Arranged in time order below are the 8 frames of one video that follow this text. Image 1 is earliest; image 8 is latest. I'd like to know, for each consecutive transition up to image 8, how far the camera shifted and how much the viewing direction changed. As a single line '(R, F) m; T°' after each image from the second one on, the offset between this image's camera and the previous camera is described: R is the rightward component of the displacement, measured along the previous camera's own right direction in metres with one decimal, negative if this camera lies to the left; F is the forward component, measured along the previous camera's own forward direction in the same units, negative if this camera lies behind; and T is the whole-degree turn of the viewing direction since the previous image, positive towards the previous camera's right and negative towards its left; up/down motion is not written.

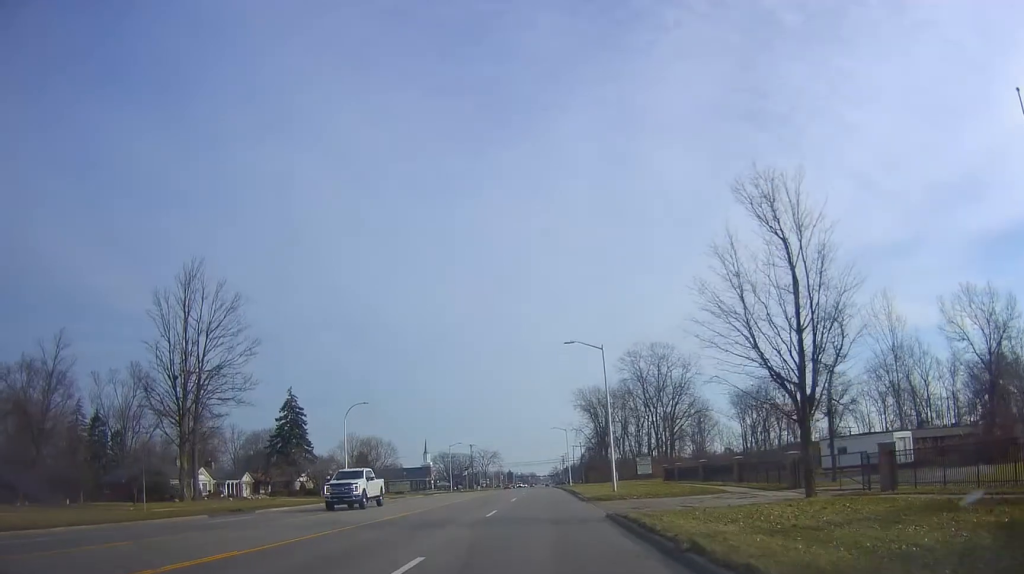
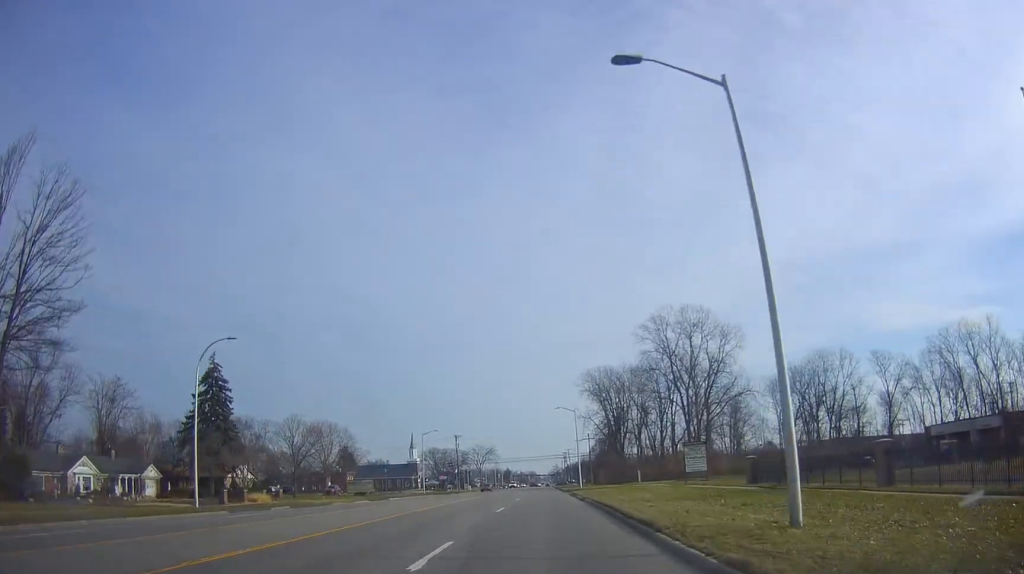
(+1.0, +28.8) m; +2°
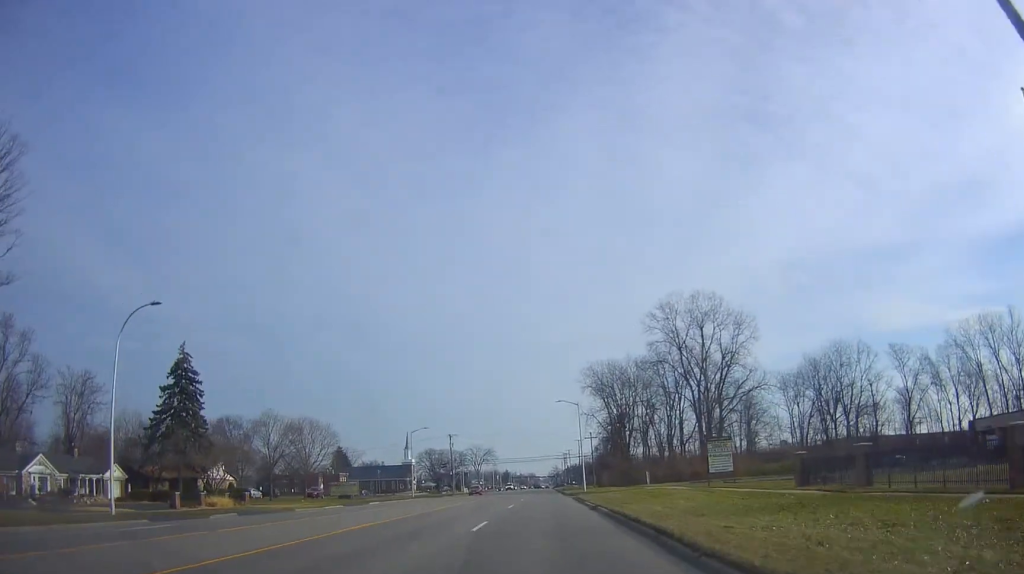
(-0.1, +8.0) m; -2°
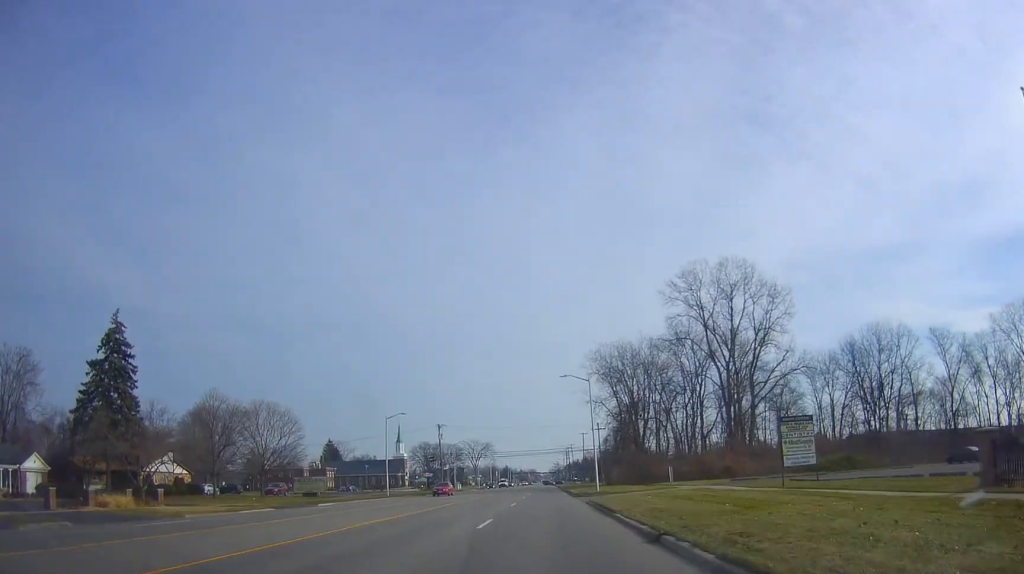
(-0.5, +14.9) m; -1°
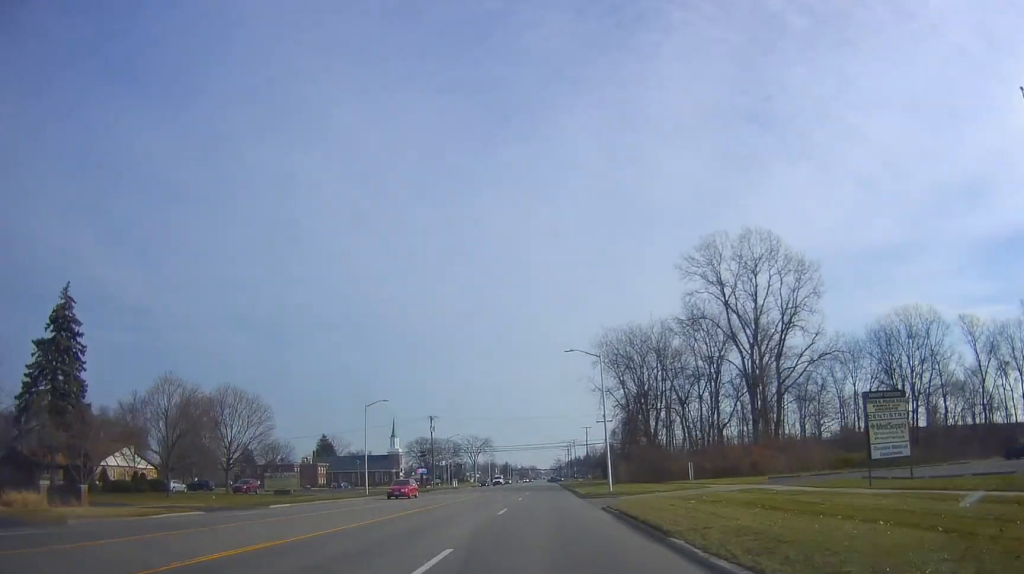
(-0.1, +9.2) m; 0°
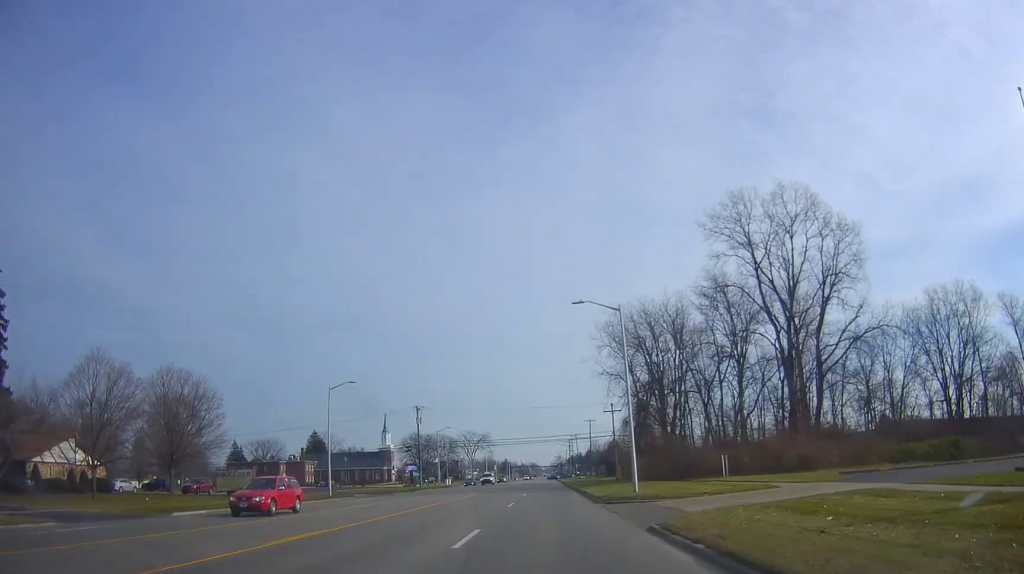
(+0.4, +11.6) m; 0°
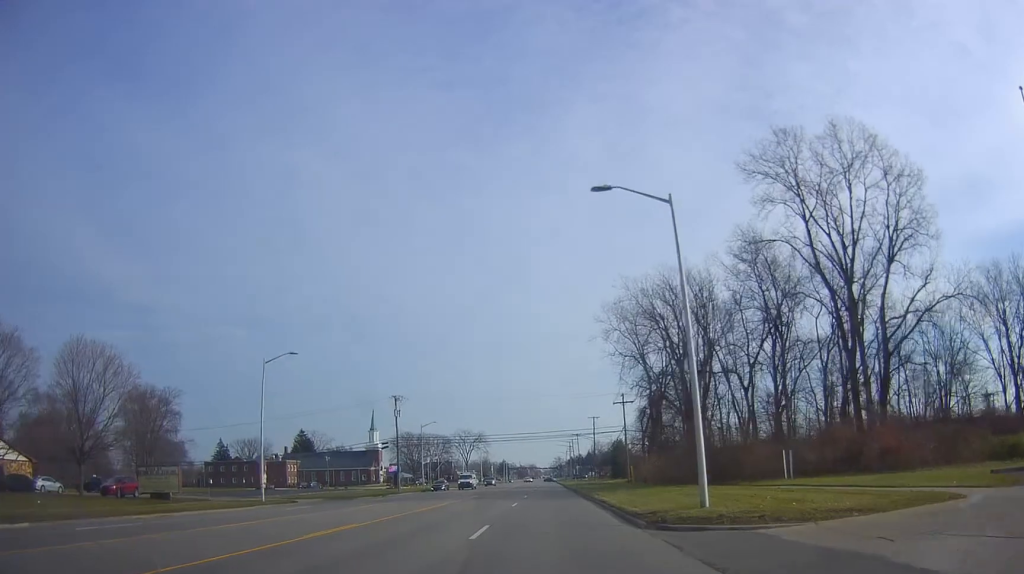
(-0.2, +13.4) m; 0°
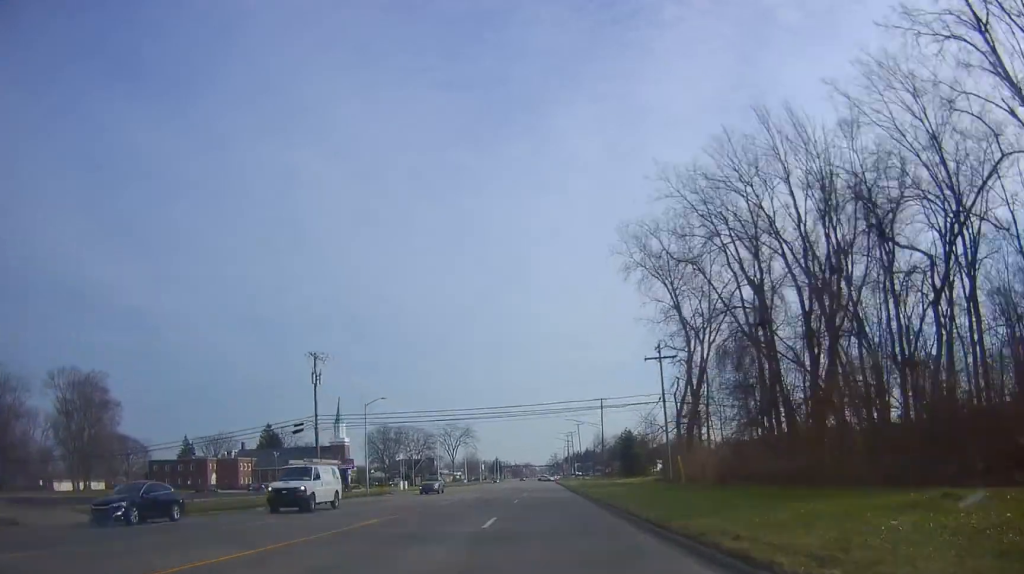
(+0.4, +27.7) m; +2°
